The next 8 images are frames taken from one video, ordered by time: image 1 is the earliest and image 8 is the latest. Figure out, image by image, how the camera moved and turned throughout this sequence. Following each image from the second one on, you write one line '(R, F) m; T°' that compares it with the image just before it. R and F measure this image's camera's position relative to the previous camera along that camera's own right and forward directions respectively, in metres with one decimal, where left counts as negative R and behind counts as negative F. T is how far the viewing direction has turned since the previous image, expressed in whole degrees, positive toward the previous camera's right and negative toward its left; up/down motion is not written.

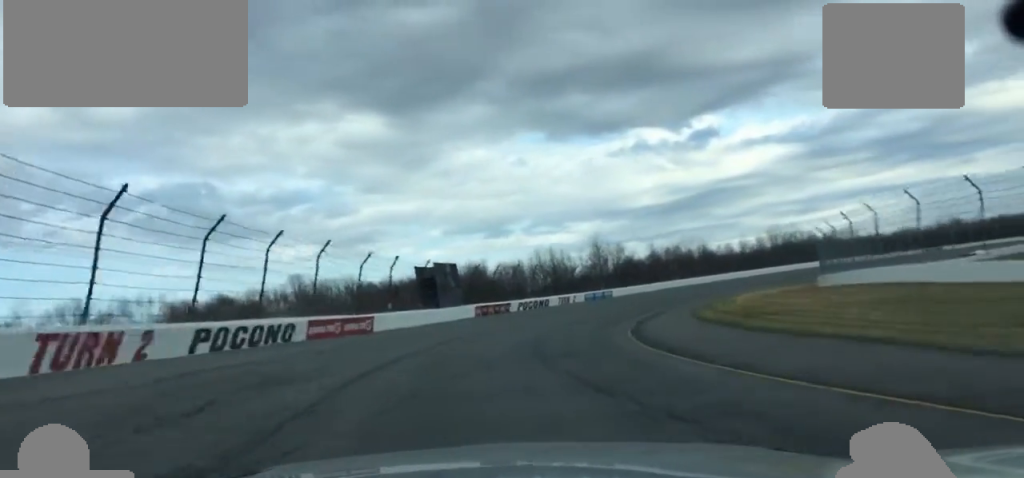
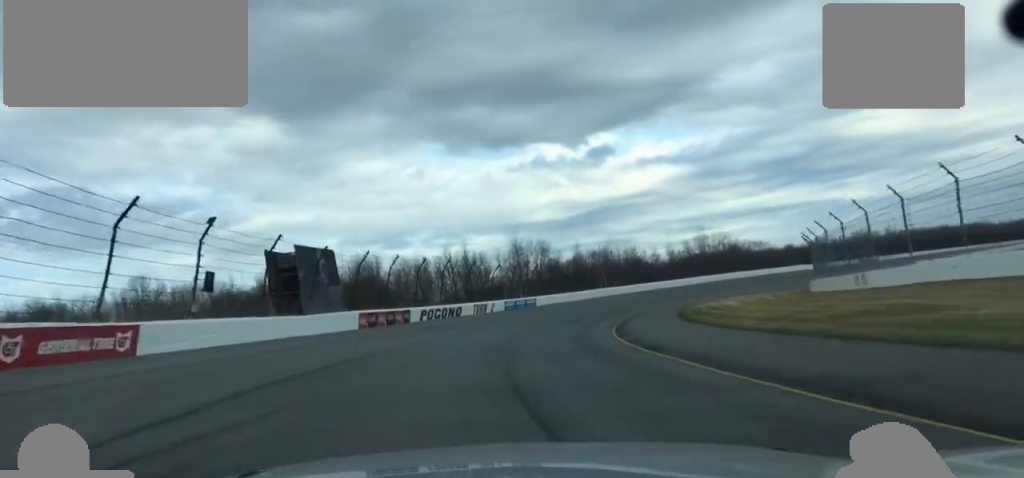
(+2.1, +26.4) m; +7°
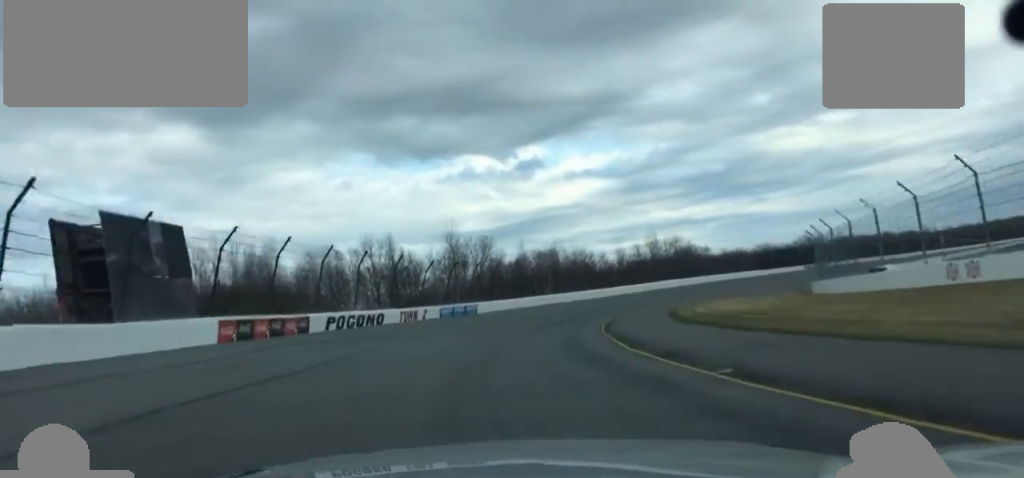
(+0.9, +18.8) m; +5°
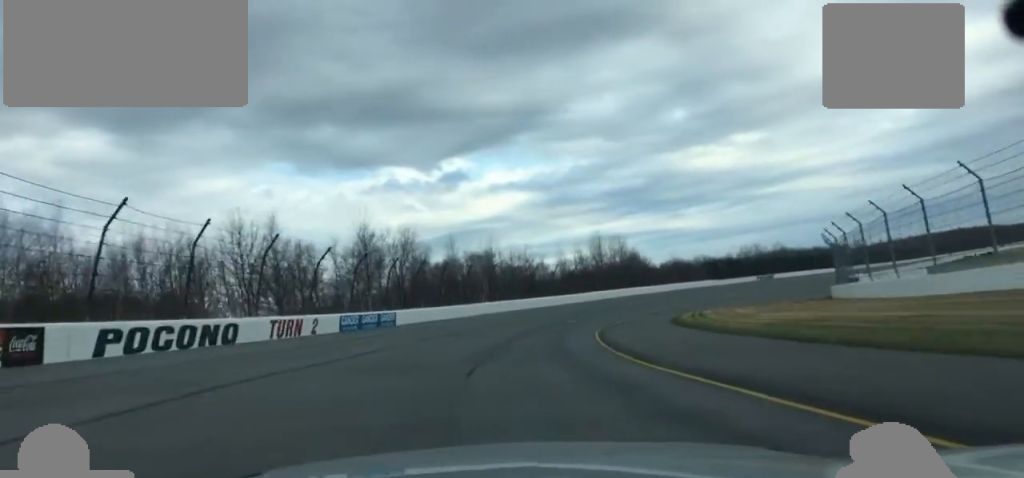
(+0.4, +23.2) m; +5°
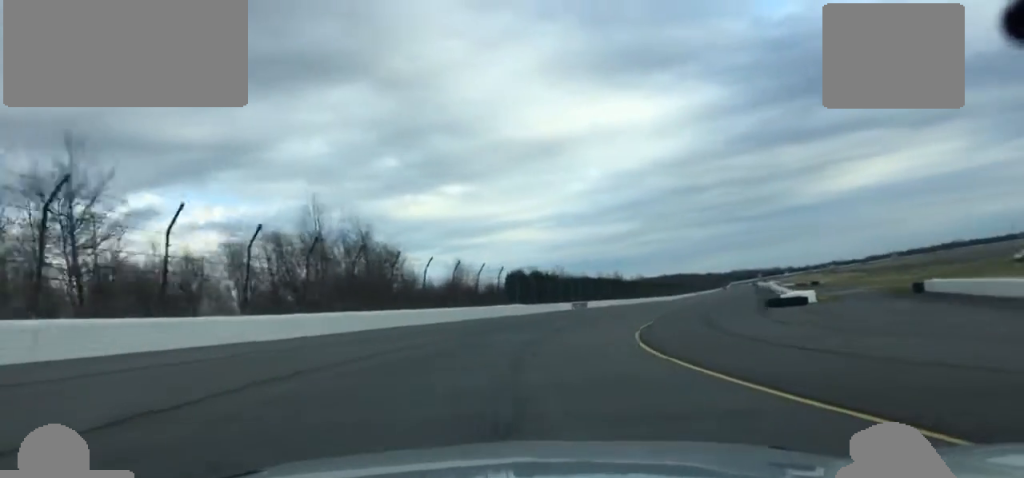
(+15.2, +82.0) m; +18°
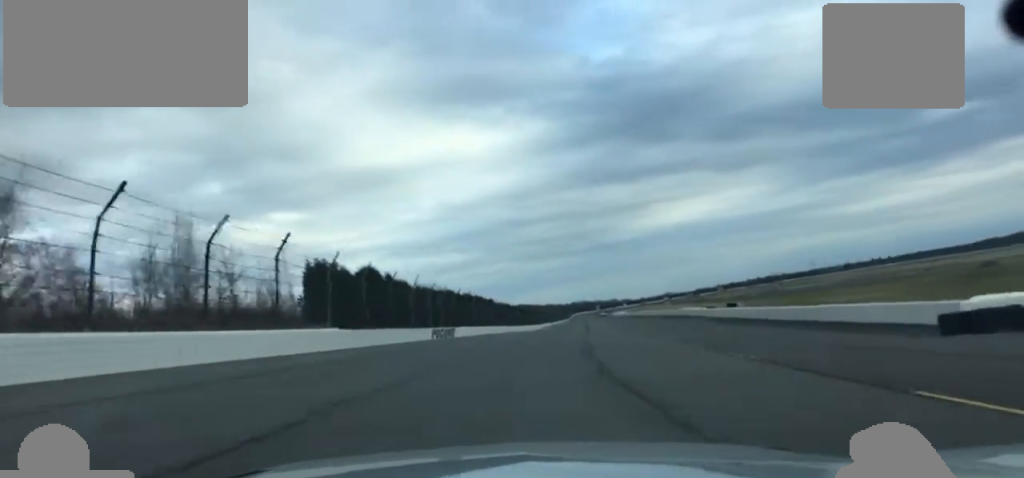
(+2.8, +52.6) m; +10°
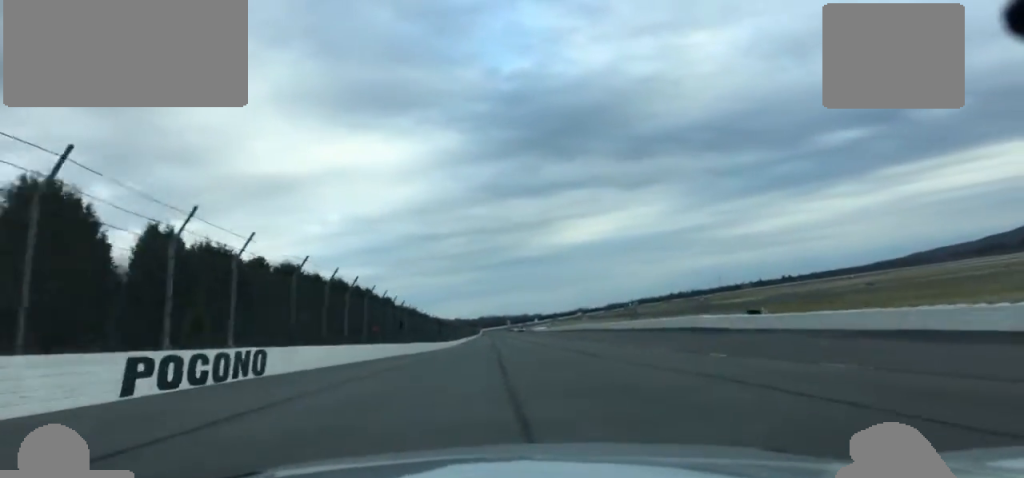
(+5.4, +52.4) m; +7°
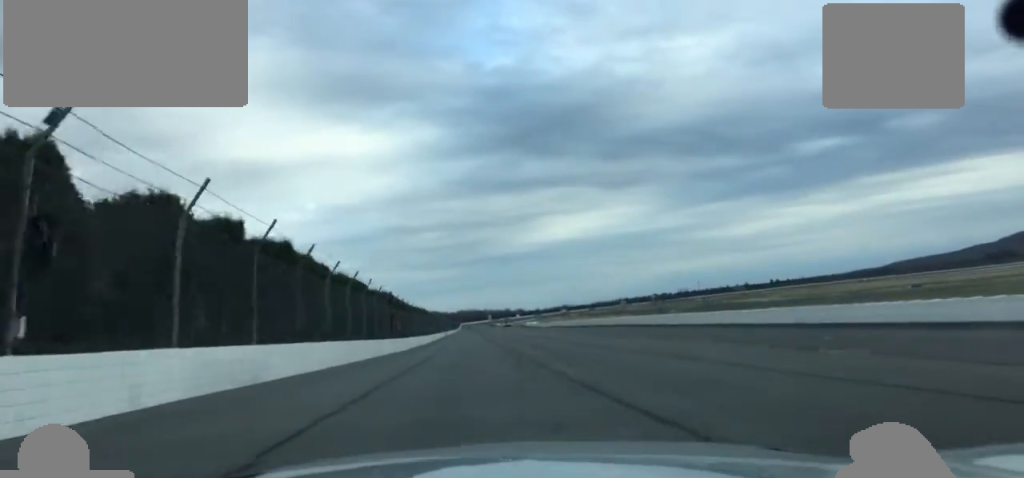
(+2.6, +72.6) m; +3°
